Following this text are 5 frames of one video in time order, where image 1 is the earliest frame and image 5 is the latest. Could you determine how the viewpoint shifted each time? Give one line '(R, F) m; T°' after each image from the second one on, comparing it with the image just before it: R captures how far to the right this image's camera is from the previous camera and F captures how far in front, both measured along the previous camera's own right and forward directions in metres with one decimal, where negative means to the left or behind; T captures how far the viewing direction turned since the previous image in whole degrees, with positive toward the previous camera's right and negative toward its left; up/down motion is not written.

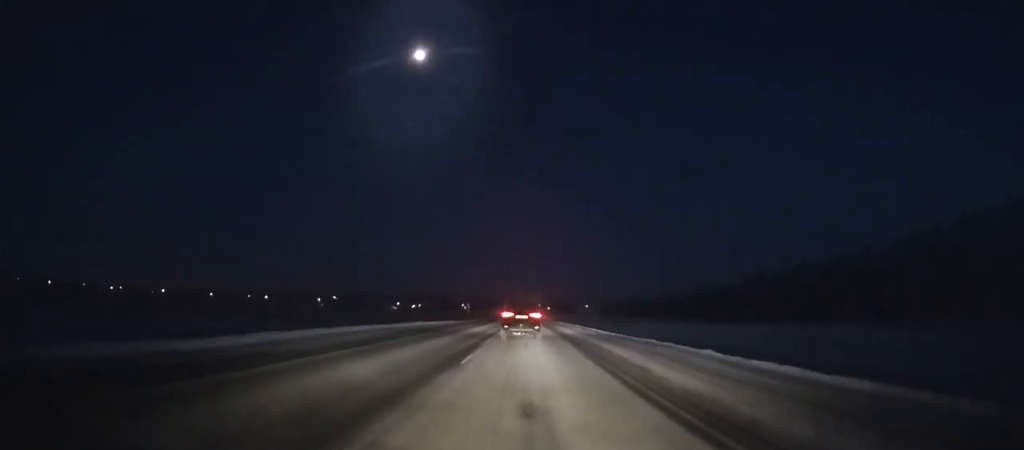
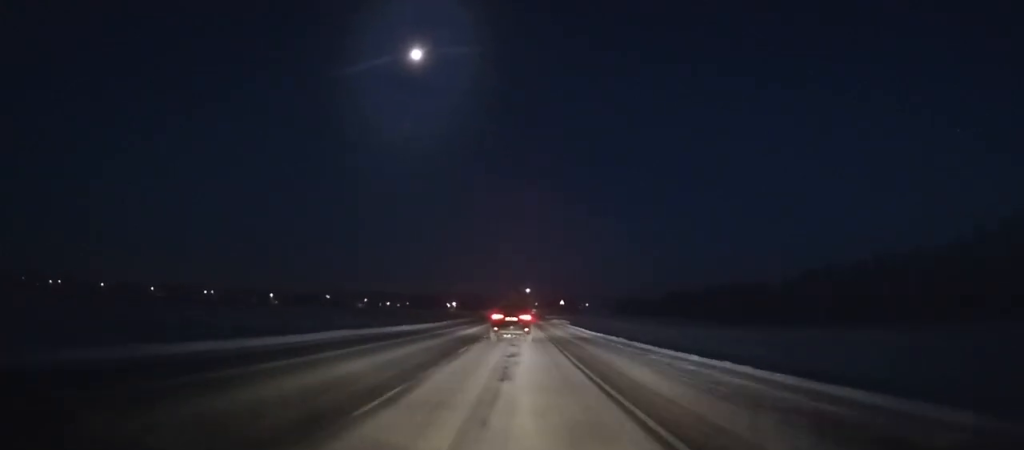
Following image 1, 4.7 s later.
(-0.1, +90.4) m; 0°
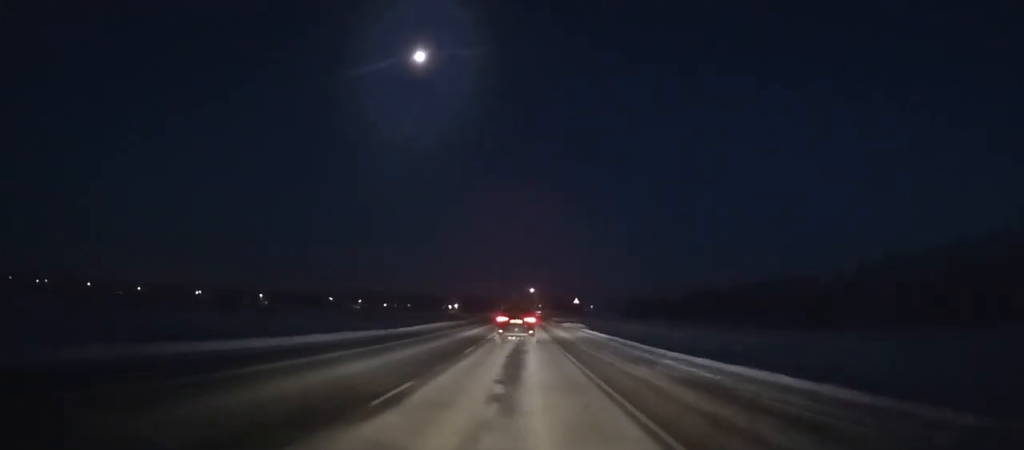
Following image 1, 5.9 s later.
(-0.1, +23.1) m; 0°
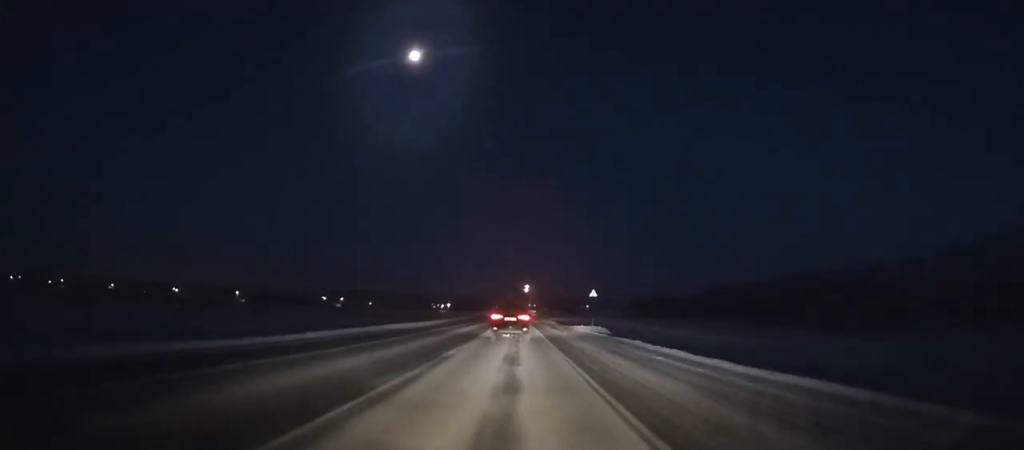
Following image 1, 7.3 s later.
(0.0, +26.9) m; 0°
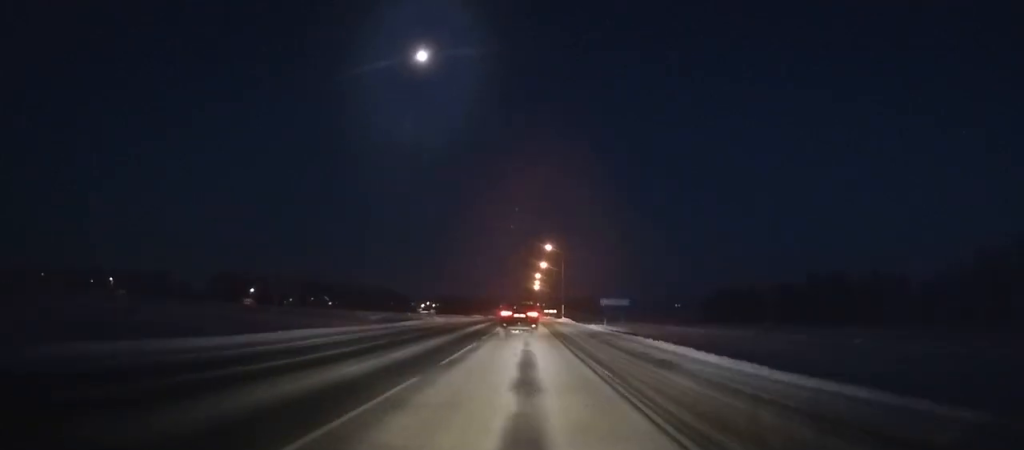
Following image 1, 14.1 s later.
(-0.3, +130.5) m; 0°
